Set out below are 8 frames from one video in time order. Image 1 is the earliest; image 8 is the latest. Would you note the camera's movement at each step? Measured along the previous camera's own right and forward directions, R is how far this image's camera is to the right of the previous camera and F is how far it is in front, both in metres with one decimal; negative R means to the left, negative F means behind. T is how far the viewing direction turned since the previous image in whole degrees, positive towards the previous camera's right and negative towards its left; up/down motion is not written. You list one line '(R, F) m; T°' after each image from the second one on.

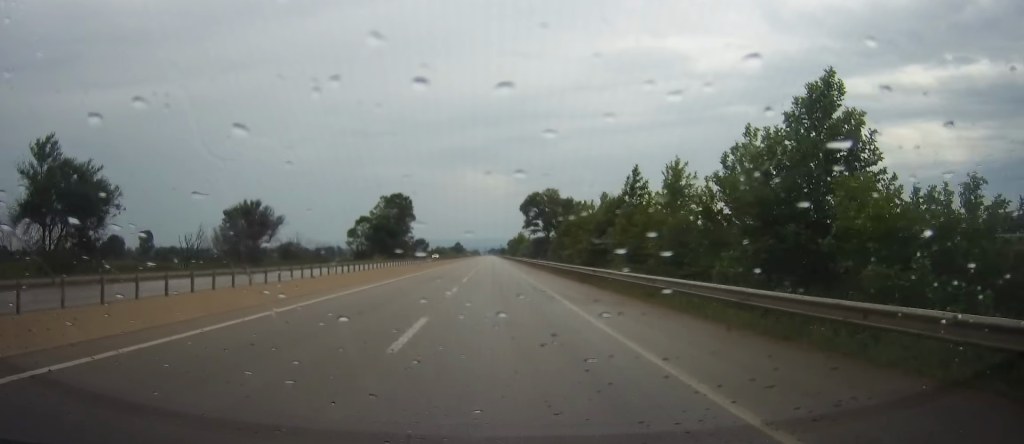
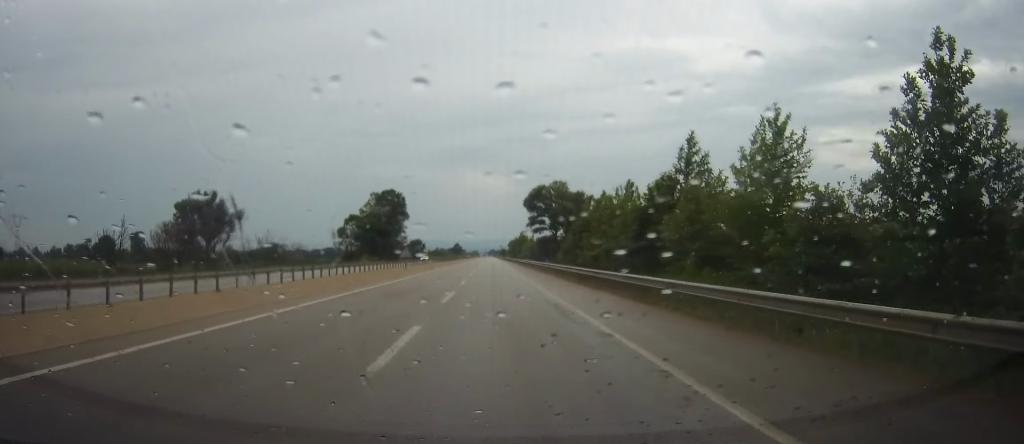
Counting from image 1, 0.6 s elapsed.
(0.0, +14.3) m; 0°
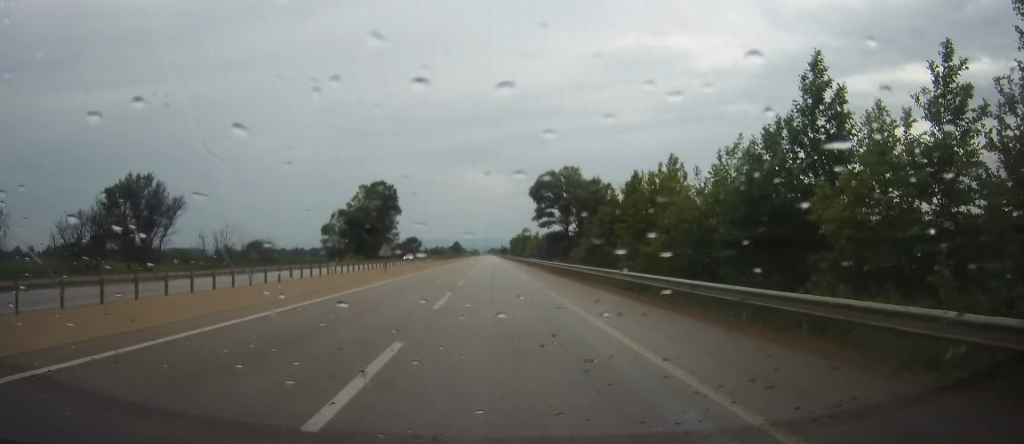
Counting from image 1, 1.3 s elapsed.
(0.0, +14.4) m; 0°
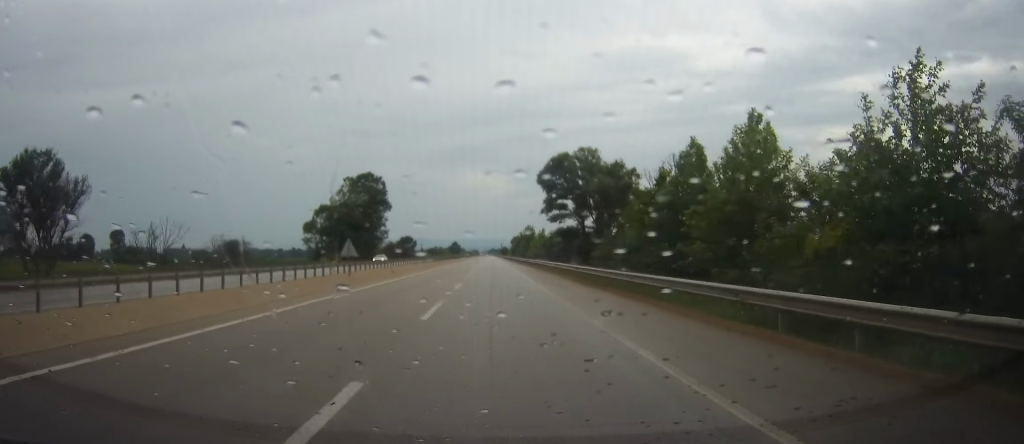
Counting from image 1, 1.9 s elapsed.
(0.0, +14.8) m; 0°
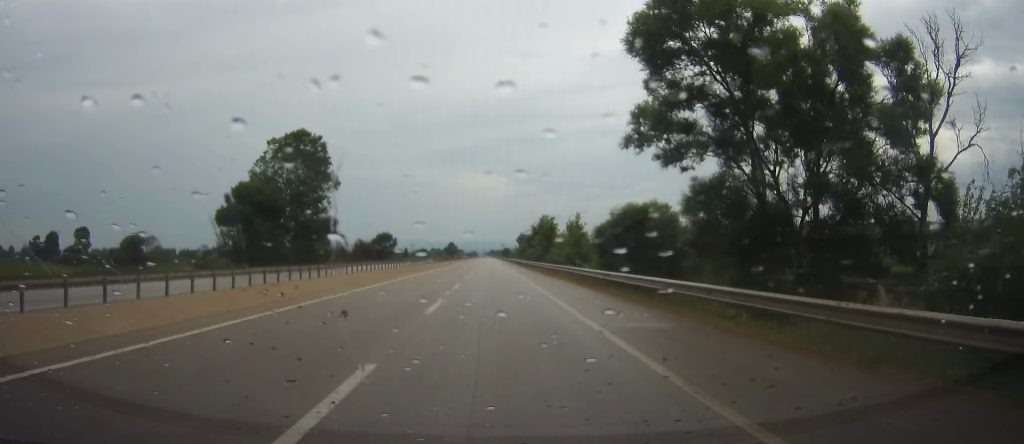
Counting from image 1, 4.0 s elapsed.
(-0.6, +46.6) m; -1°
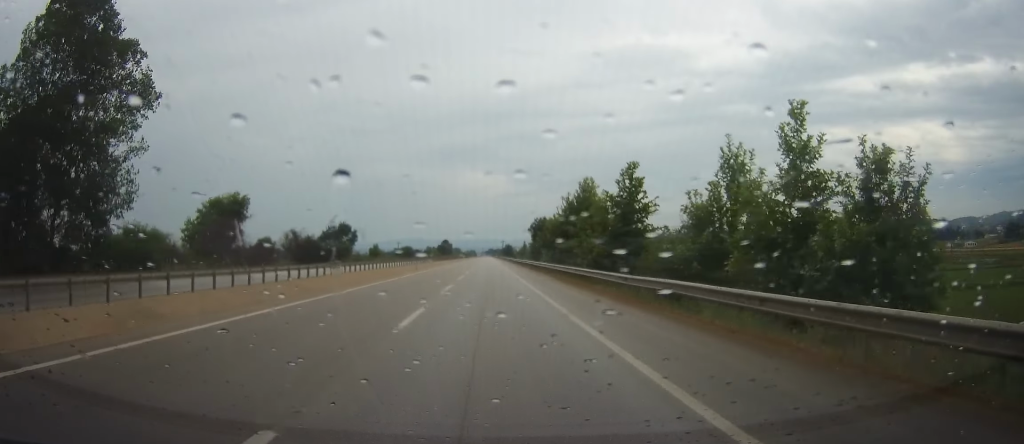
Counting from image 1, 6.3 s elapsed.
(+1.1, +52.6) m; 0°
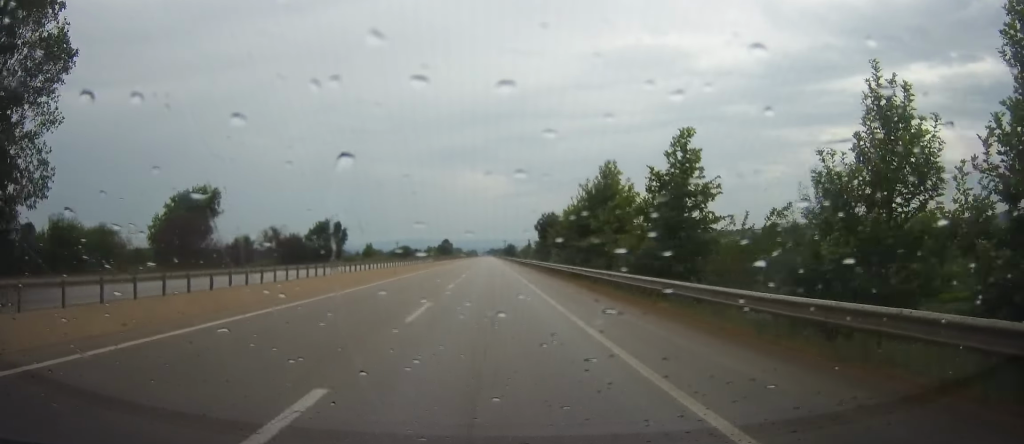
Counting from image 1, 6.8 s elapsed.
(-0.3, +10.4) m; 0°
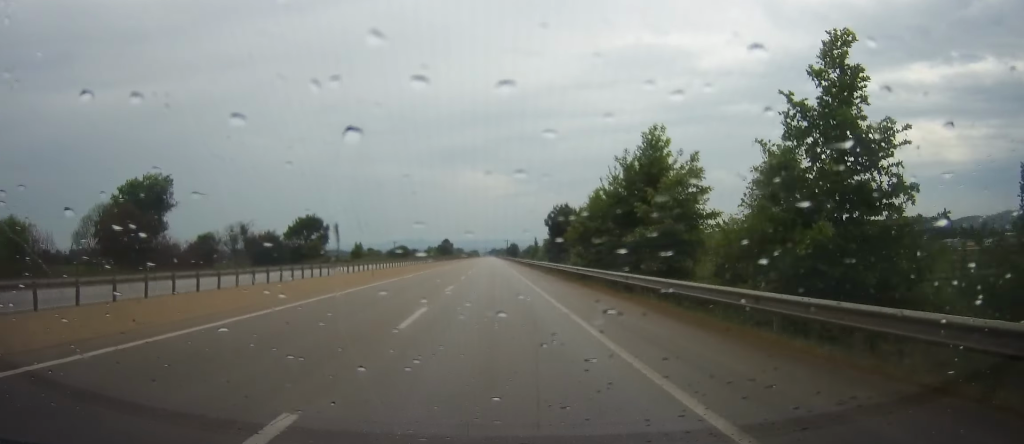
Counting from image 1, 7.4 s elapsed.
(-0.2, +13.9) m; 0°
